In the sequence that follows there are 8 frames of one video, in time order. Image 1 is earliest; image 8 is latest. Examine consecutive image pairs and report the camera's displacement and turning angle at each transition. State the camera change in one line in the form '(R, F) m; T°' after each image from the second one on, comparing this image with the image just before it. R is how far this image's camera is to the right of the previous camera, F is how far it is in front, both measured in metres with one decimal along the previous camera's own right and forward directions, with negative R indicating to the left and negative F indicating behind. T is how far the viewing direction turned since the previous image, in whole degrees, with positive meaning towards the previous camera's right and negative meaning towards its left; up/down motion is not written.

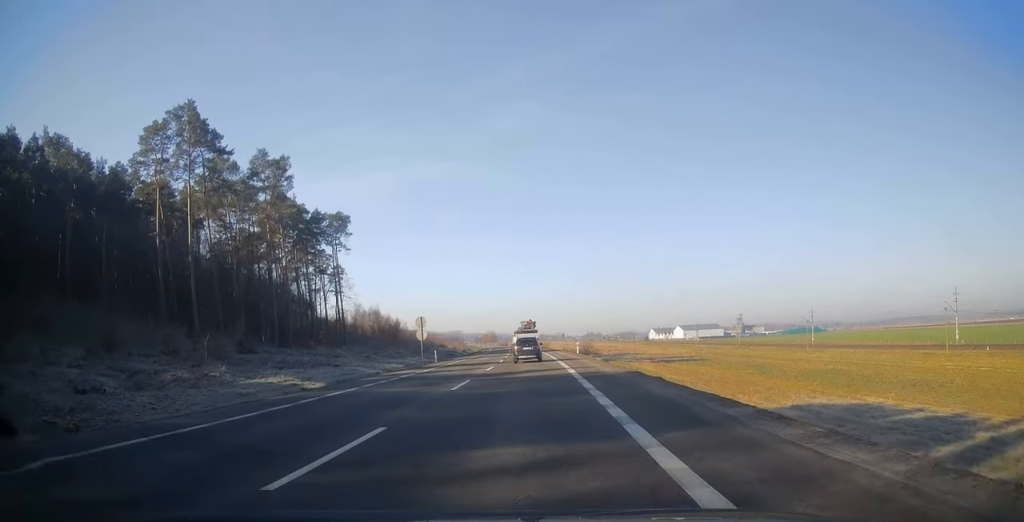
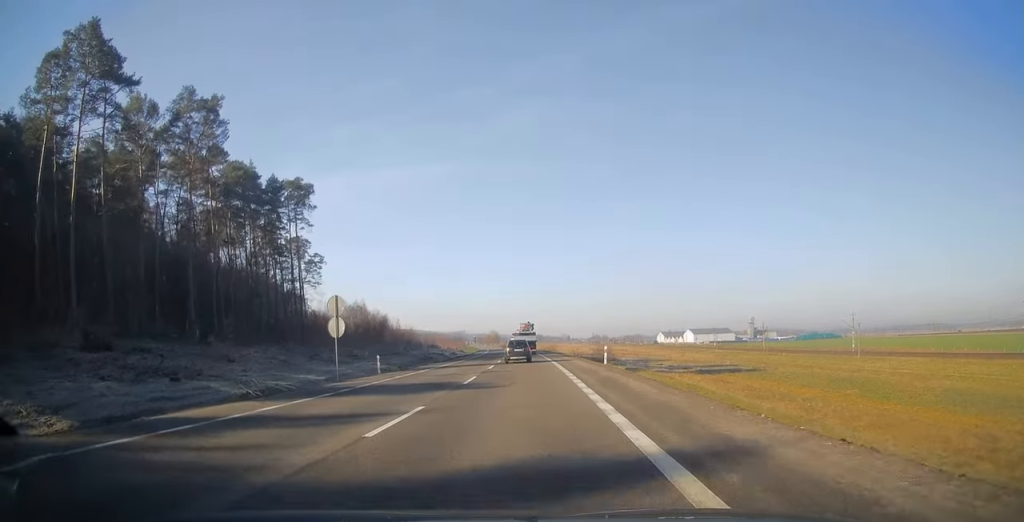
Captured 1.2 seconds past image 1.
(-0.2, +21.2) m; 0°
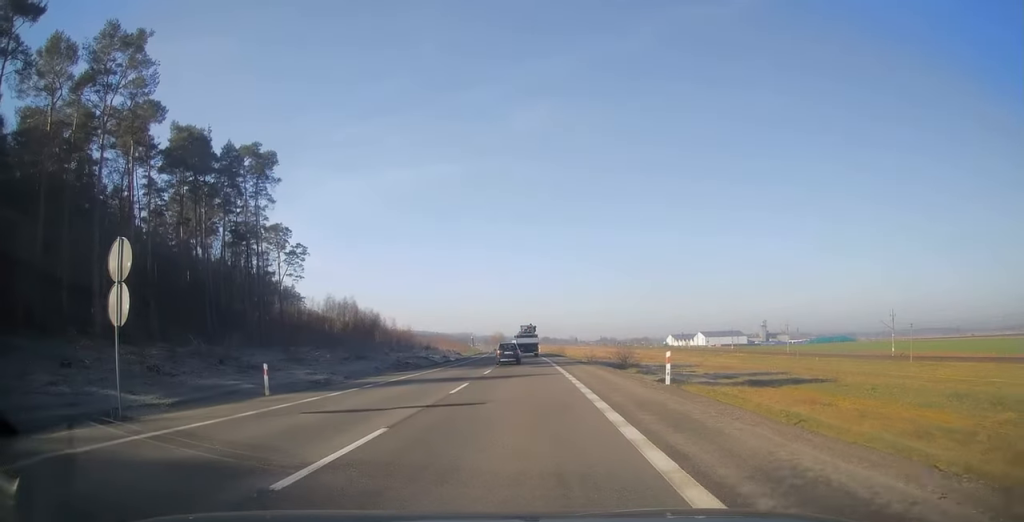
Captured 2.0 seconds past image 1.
(+0.1, +15.6) m; 0°
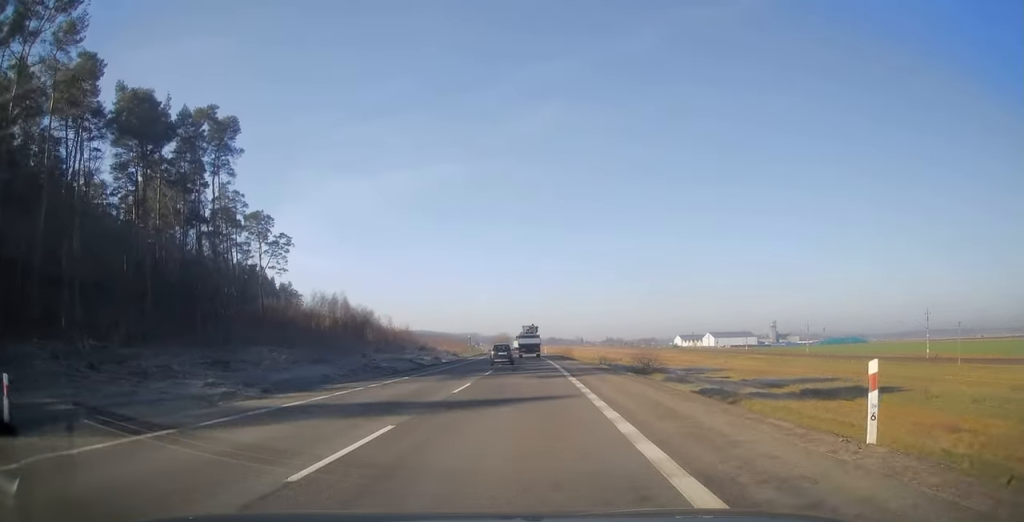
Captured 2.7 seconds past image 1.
(-0.1, +11.8) m; -1°
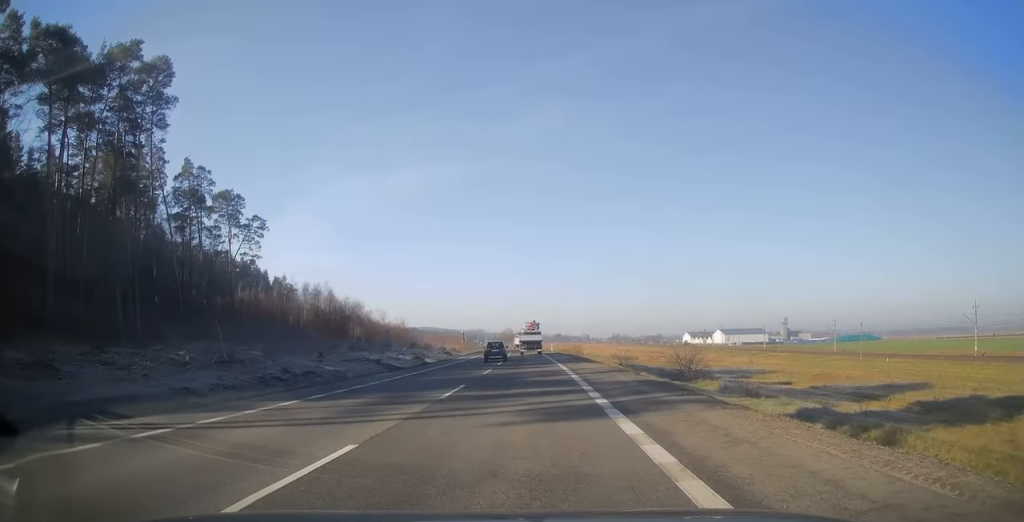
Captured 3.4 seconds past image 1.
(-0.1, +14.4) m; -1°
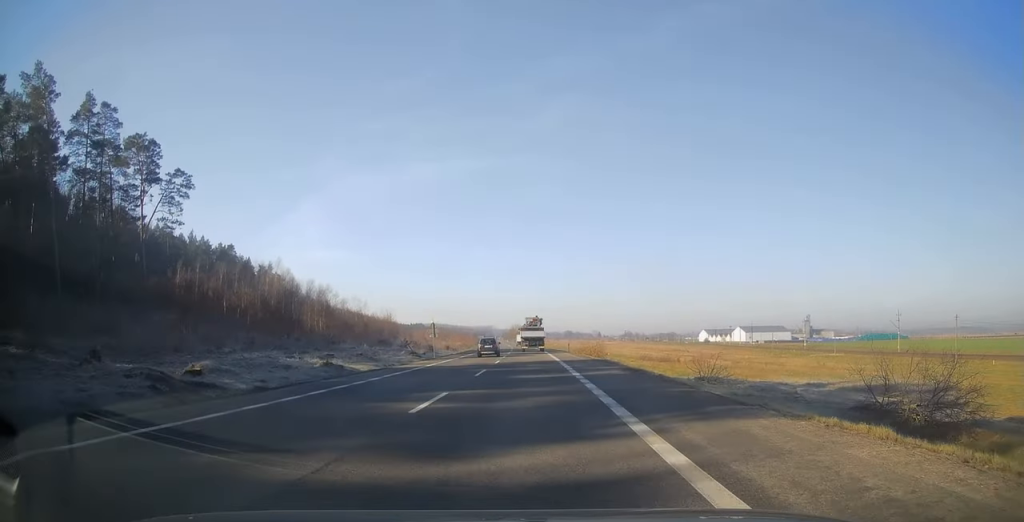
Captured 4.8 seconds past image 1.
(-0.3, +28.5) m; 0°
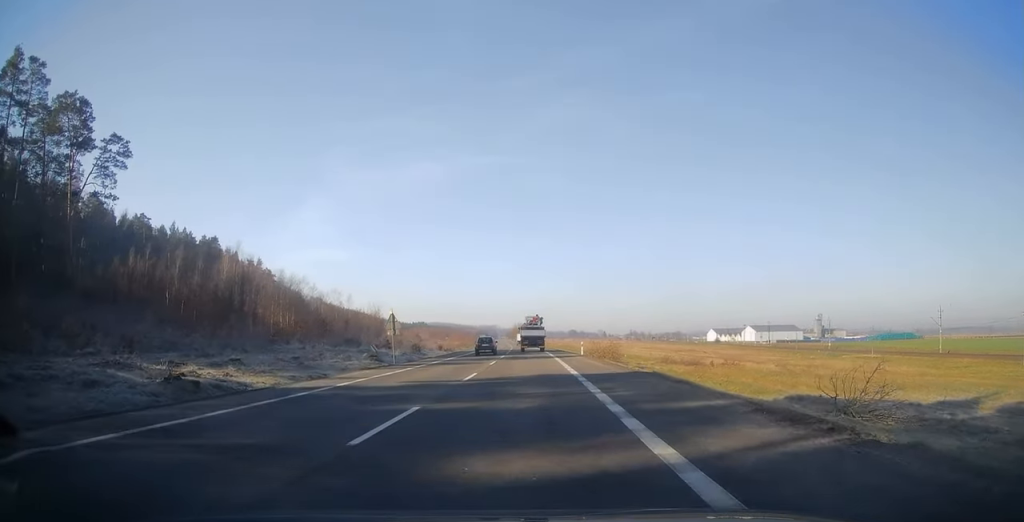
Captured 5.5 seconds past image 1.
(+0.1, +15.4) m; 0°
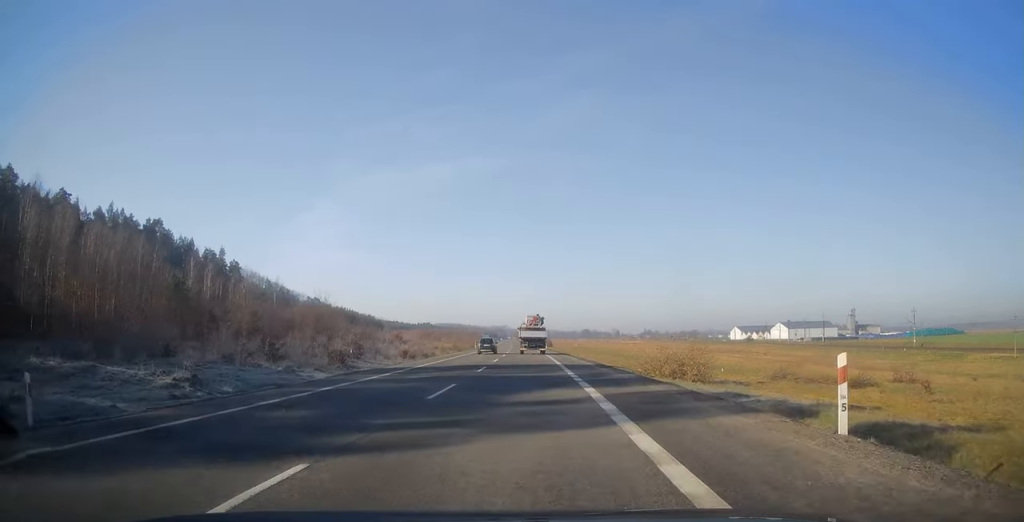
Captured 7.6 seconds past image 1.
(-0.7, +41.2) m; -2°
